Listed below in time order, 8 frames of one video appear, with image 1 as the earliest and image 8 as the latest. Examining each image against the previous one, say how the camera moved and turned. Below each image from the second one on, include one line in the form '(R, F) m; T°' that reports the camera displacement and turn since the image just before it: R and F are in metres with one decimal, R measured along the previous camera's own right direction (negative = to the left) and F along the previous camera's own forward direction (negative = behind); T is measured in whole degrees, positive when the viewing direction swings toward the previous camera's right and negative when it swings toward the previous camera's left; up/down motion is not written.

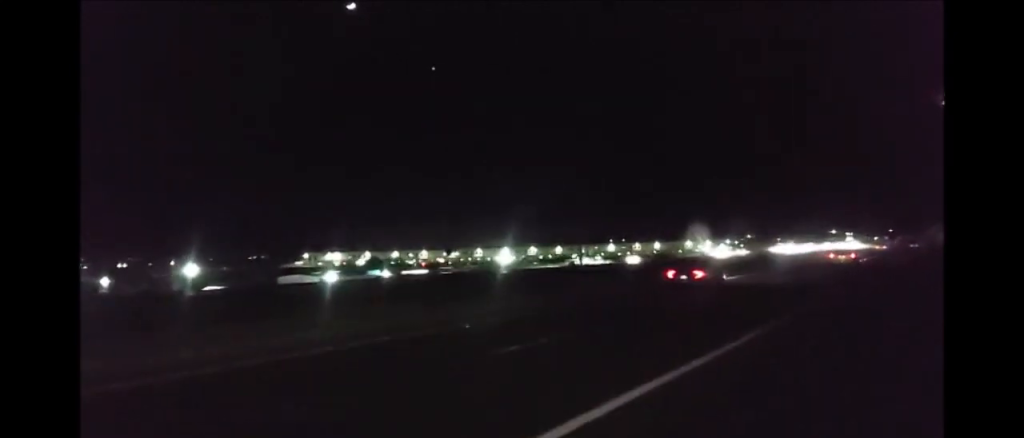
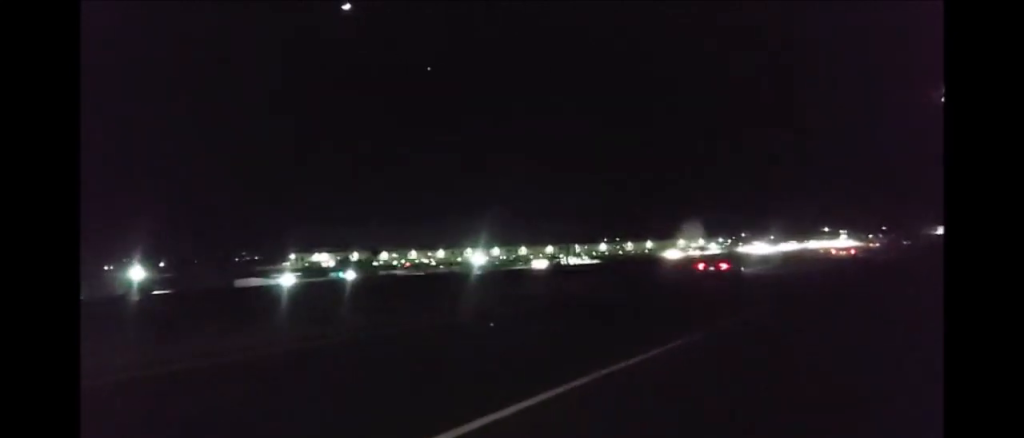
(+0.3, +12.0) m; 0°
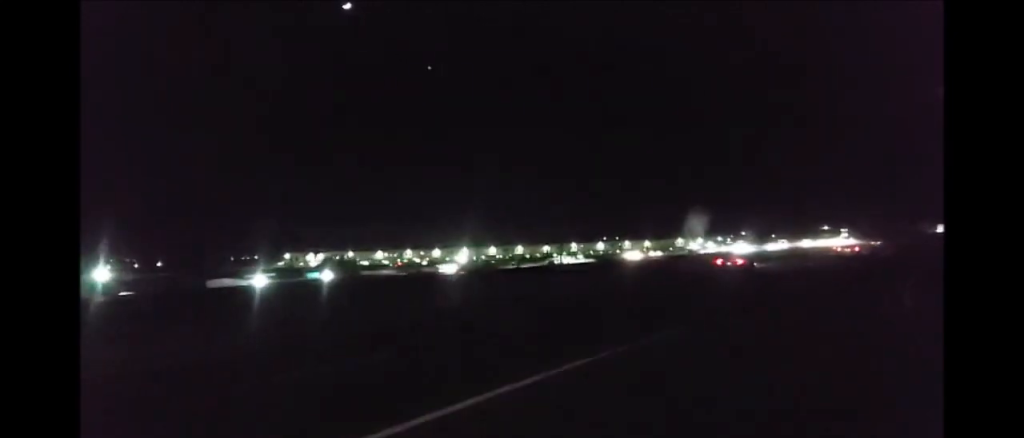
(+0.1, +8.8) m; 0°
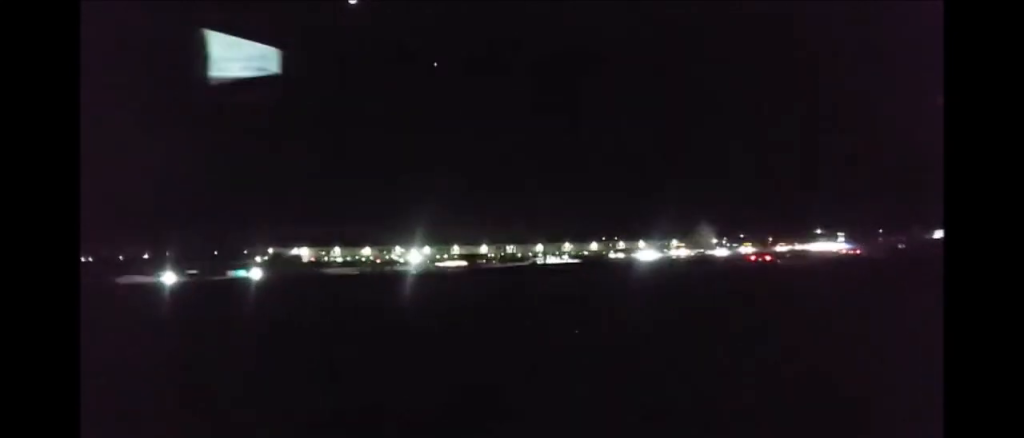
(-0.4, +20.7) m; -1°
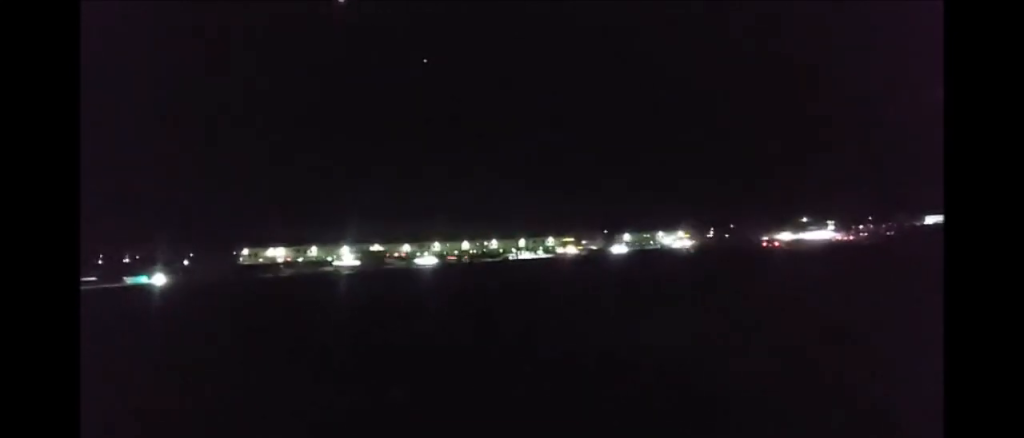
(+0.5, +21.6) m; +3°
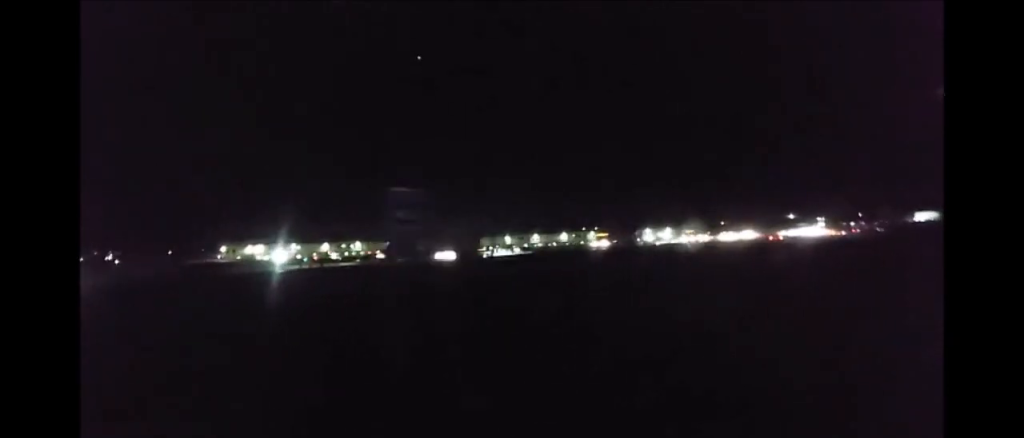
(+0.3, +17.3) m; -1°
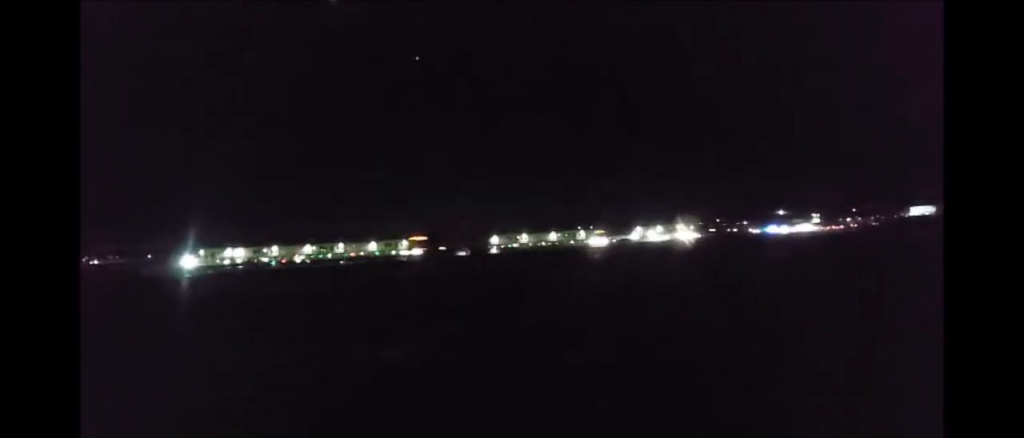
(-0.7, +21.4) m; 0°
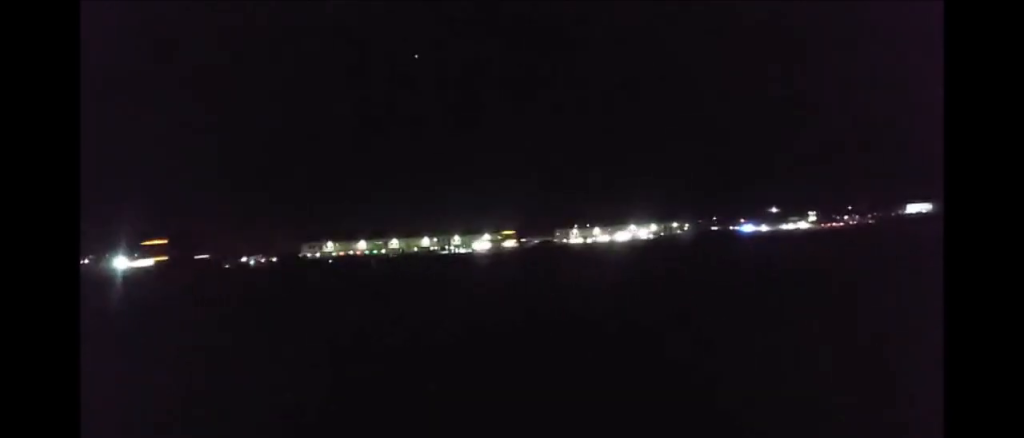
(+0.4, +13.2) m; +1°
